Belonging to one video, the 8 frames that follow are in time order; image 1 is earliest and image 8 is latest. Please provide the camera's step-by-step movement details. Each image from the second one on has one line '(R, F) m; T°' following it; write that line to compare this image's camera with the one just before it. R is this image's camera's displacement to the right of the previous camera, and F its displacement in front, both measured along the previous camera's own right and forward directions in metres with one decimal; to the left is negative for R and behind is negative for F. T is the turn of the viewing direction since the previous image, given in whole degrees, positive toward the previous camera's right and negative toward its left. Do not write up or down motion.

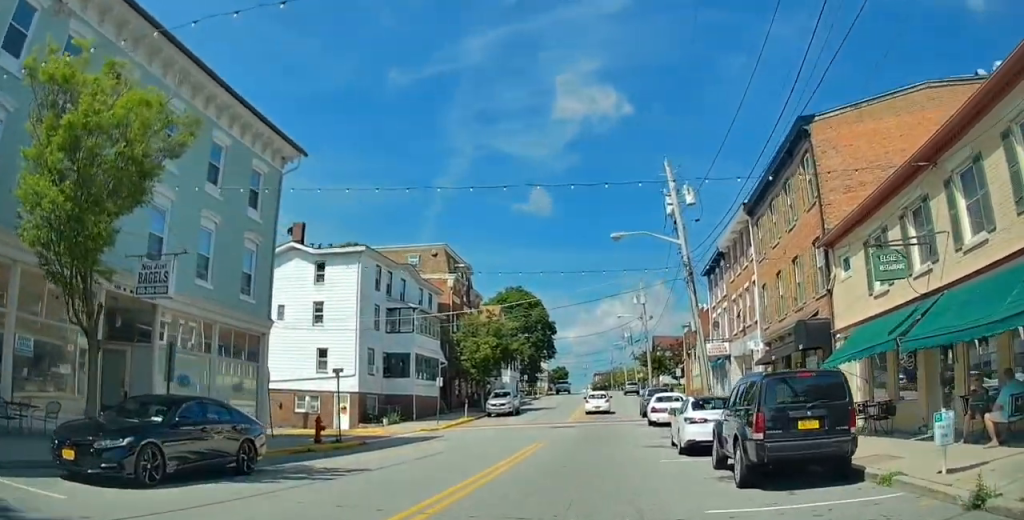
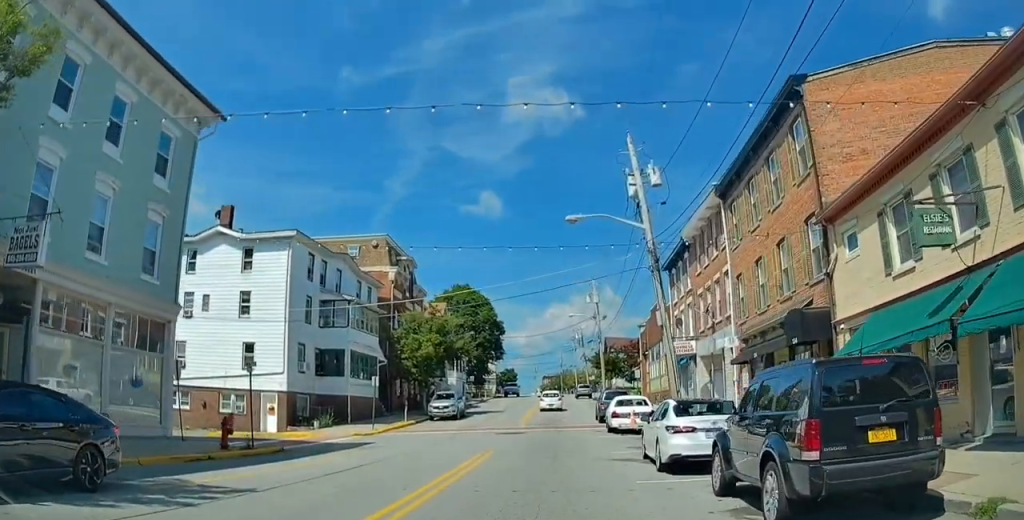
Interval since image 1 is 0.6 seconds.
(-0.1, +2.8) m; +4°
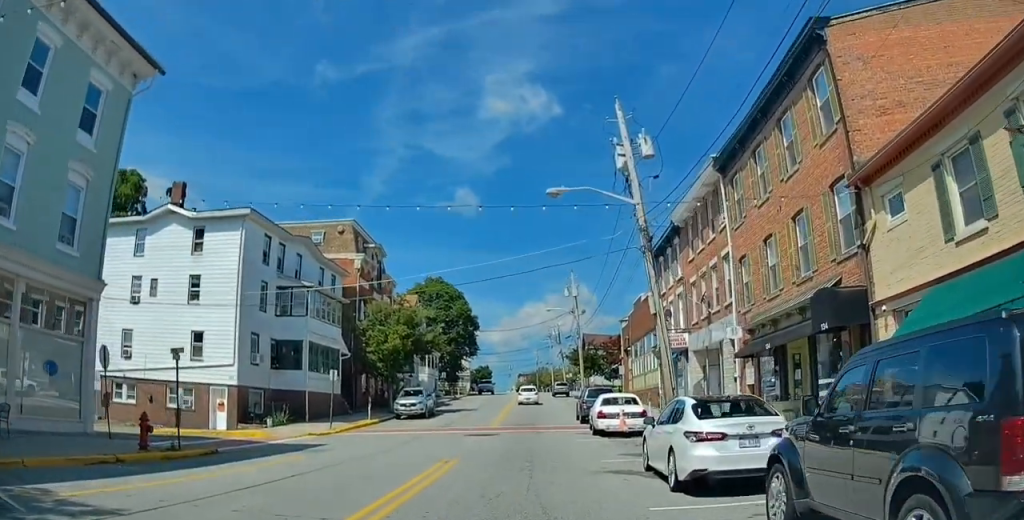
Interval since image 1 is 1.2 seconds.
(+0.3, +2.7) m; +2°
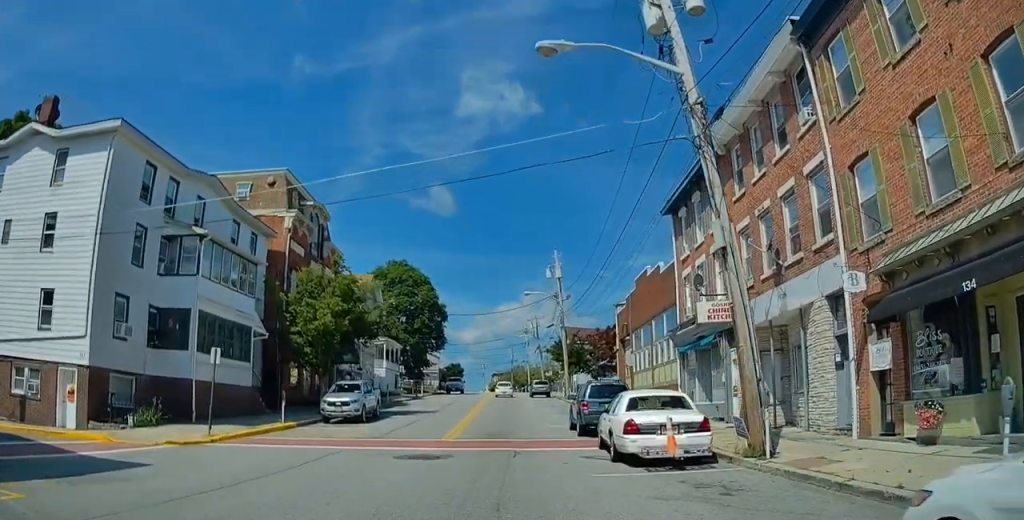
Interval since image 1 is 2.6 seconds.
(0.0, +8.3) m; +1°
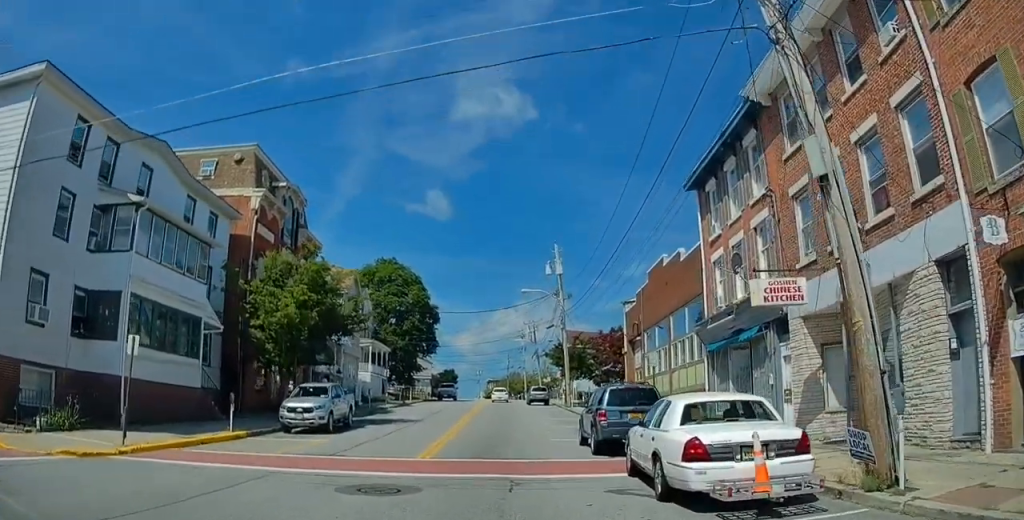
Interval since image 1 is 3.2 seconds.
(+0.1, +4.2) m; +3°
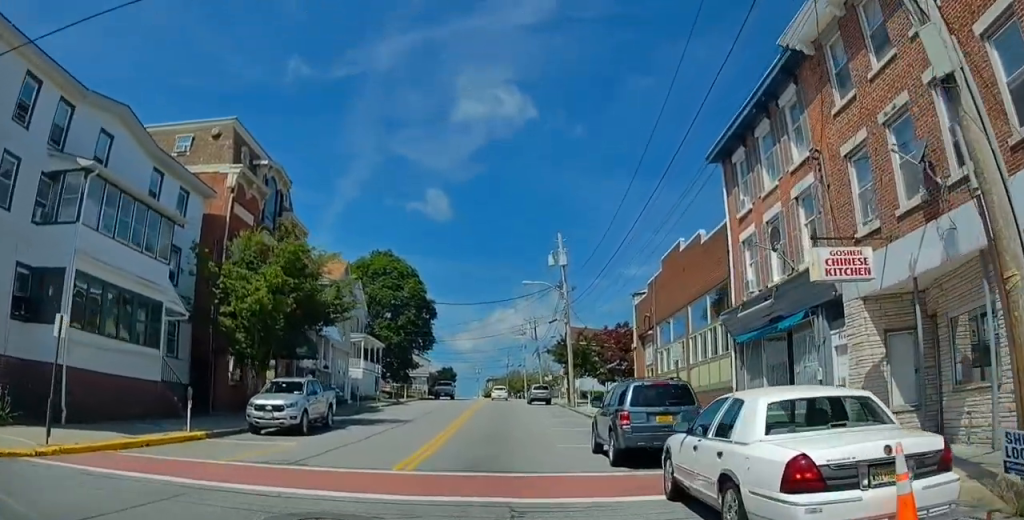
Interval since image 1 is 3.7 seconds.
(0.0, +2.9) m; +2°
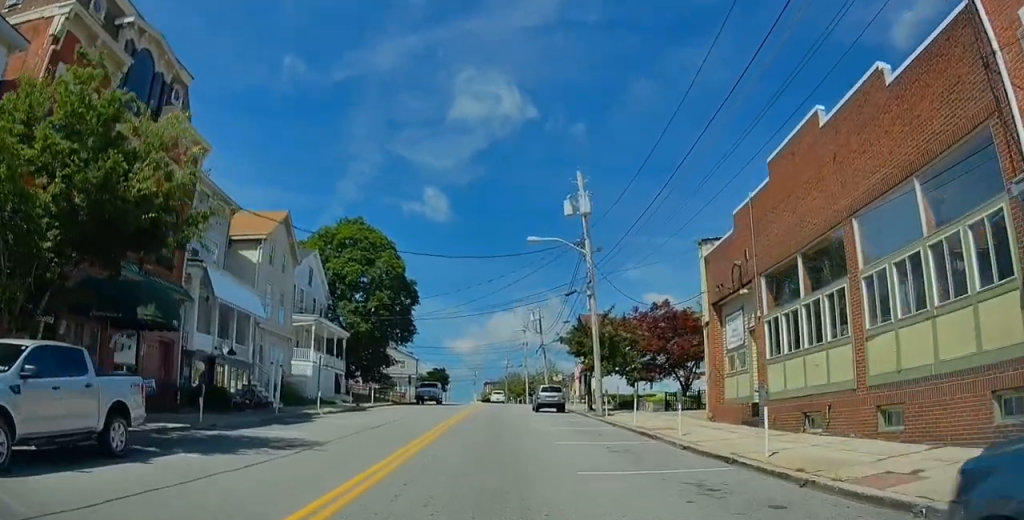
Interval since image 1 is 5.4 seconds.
(+0.2, +12.8) m; -2°
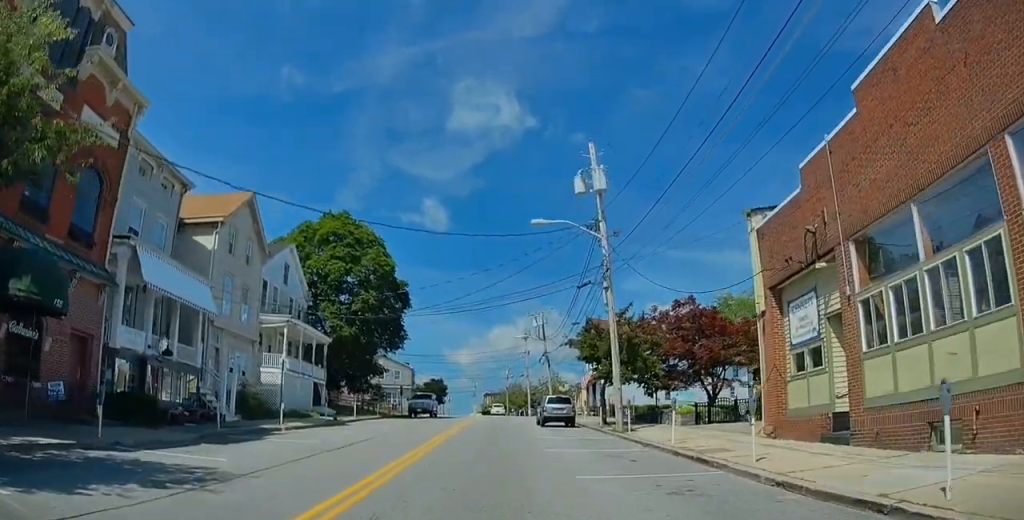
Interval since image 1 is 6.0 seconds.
(-0.1, +5.0) m; 0°
